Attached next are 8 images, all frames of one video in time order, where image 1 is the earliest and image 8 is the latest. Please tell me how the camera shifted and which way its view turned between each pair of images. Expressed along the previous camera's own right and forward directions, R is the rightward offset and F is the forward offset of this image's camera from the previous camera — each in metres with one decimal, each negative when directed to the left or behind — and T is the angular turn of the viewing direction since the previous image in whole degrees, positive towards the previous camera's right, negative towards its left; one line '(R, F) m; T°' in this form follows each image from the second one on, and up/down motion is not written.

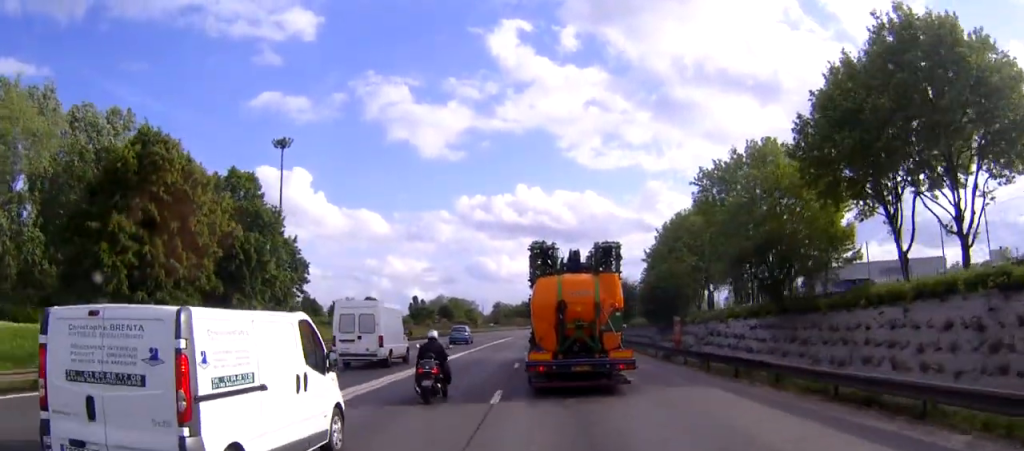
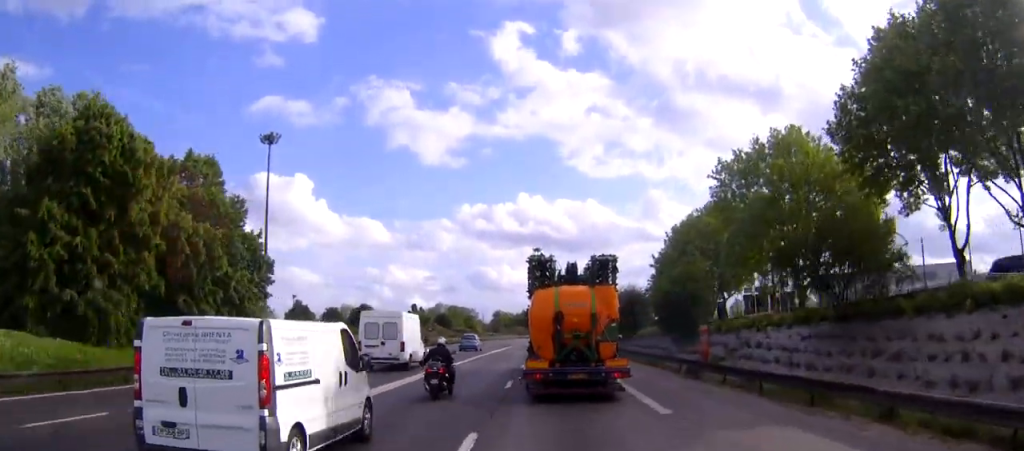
(0.0, +6.8) m; 0°
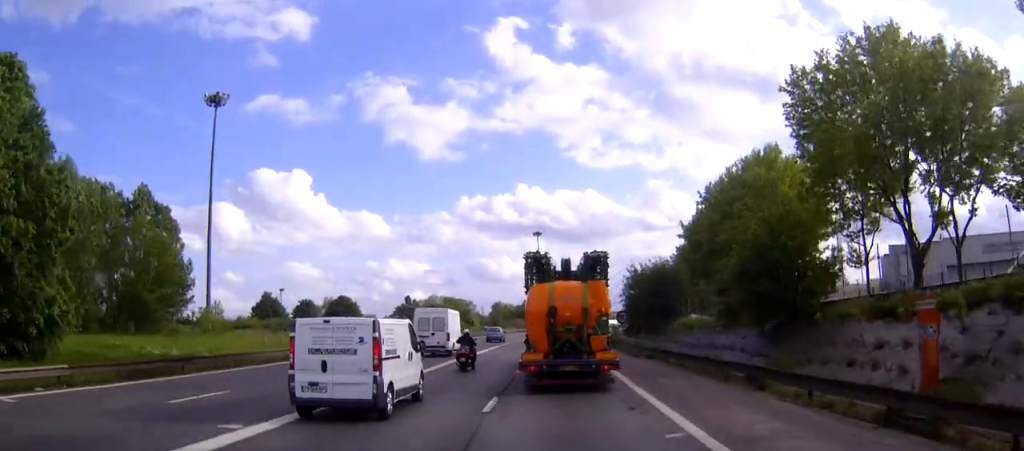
(+0.2, +20.1) m; +2°
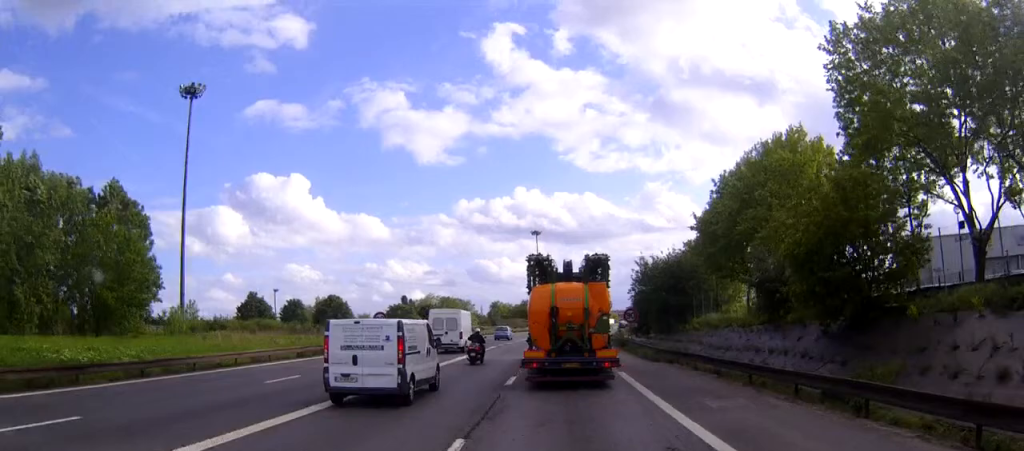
(+0.1, +6.9) m; +1°
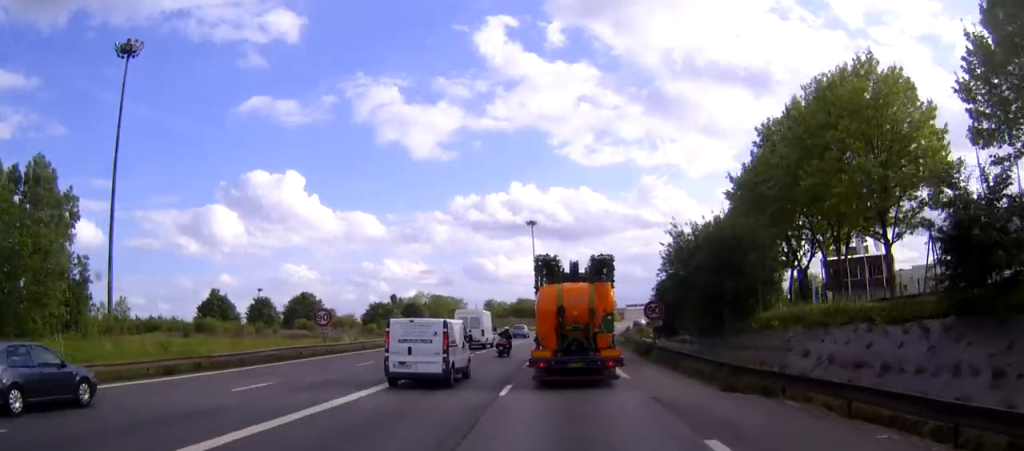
(+0.2, +15.1) m; +1°
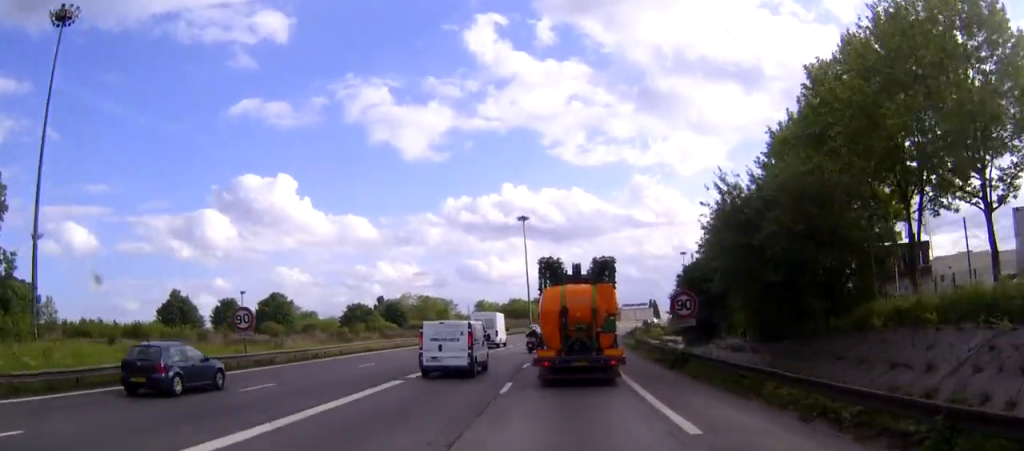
(+0.1, +12.1) m; +1°
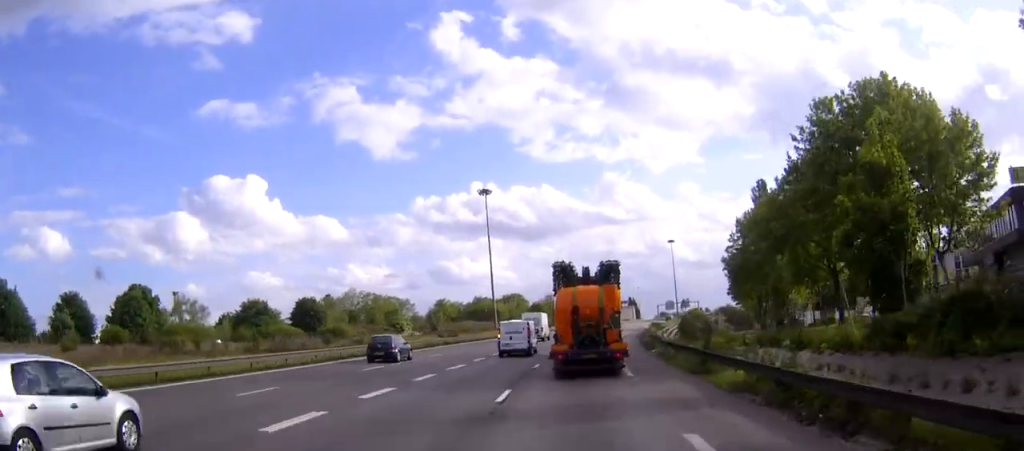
(+1.1, +38.8) m; +3°
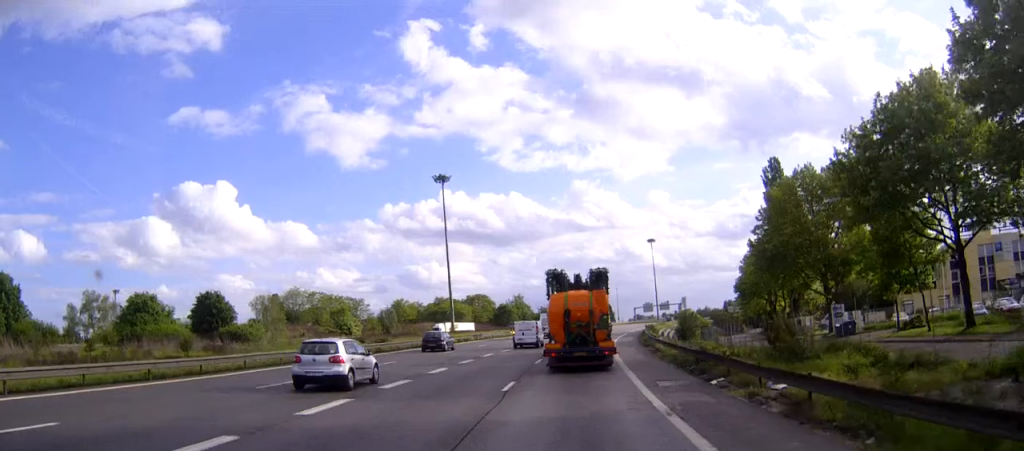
(+0.2, +23.7) m; +1°
